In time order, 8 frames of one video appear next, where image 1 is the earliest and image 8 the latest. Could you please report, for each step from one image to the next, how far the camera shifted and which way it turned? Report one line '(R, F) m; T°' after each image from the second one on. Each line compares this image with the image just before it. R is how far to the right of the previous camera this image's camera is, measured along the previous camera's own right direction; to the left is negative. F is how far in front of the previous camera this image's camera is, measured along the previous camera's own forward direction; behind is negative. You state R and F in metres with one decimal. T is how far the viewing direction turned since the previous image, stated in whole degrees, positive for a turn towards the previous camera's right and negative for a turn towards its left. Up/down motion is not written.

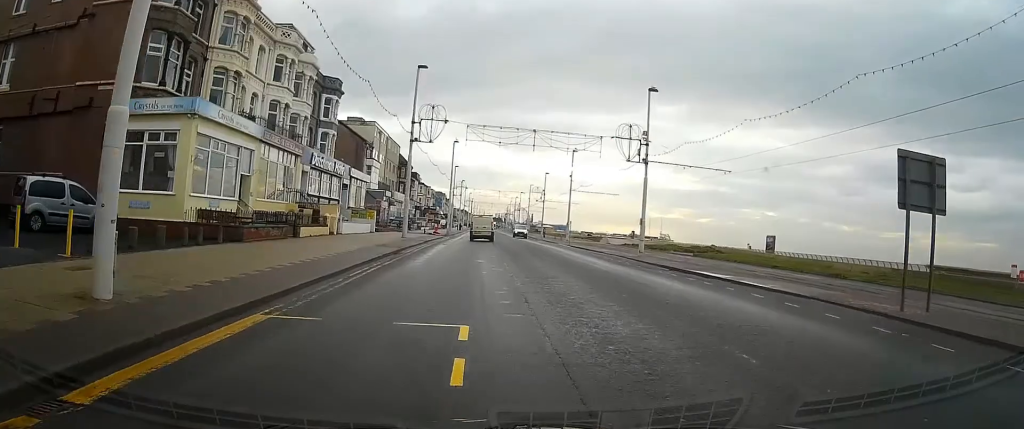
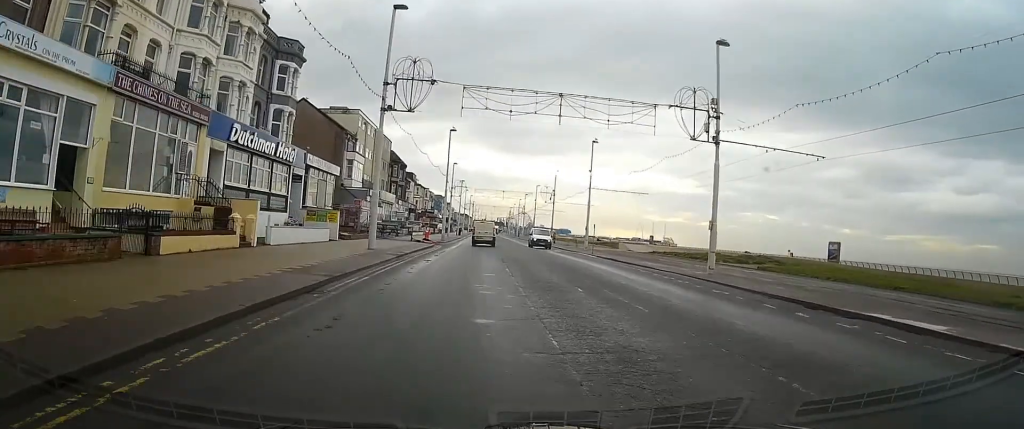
(0.0, +13.1) m; 0°
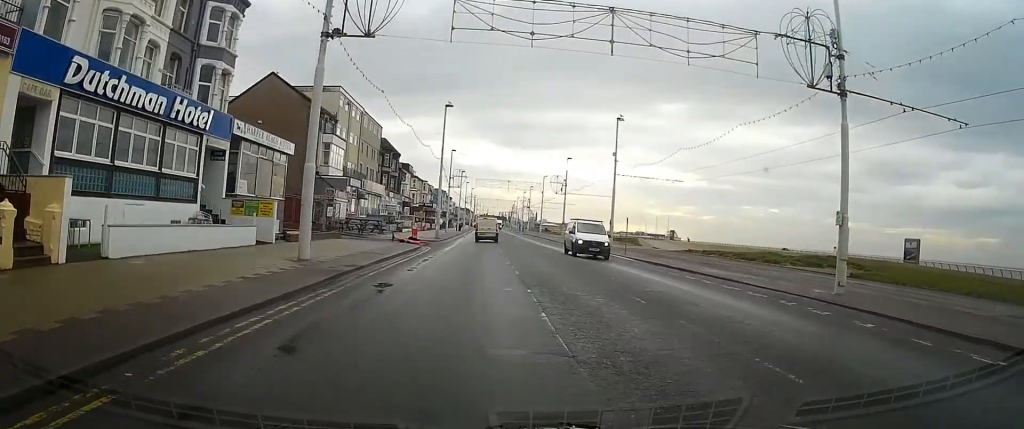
(0.0, +11.5) m; 0°
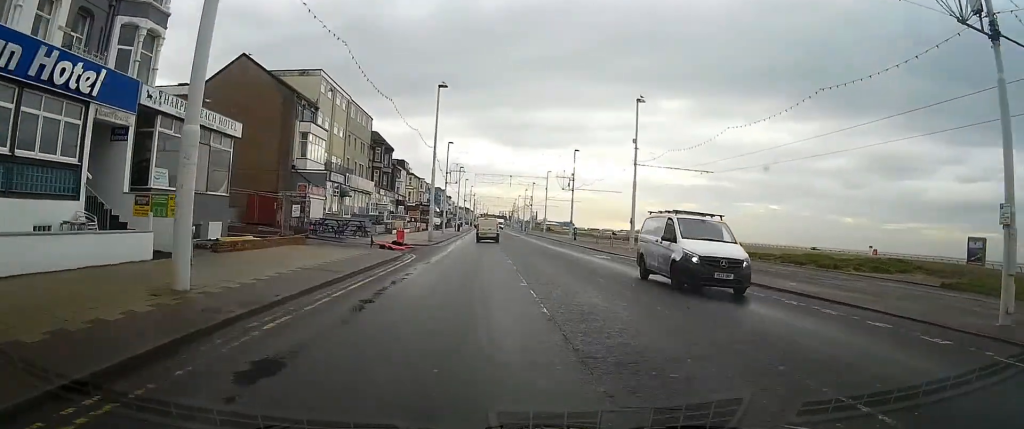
(0.0, +7.5) m; 0°
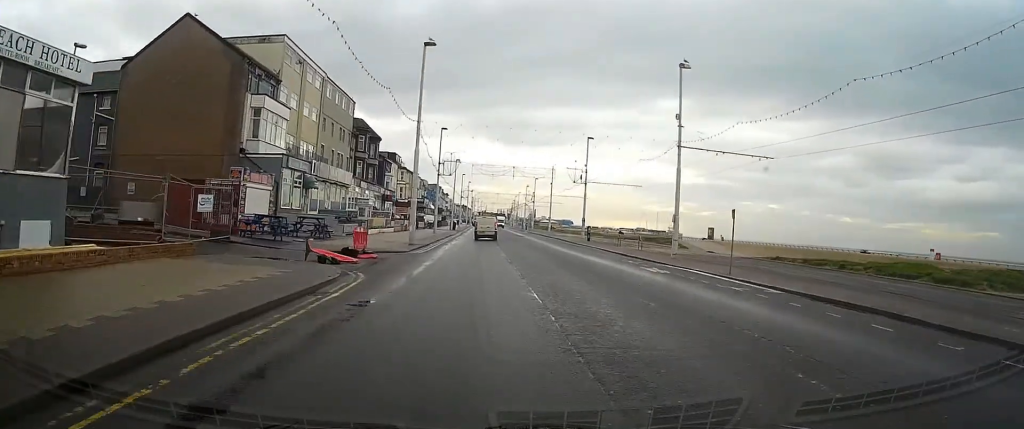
(0.0, +11.1) m; 0°
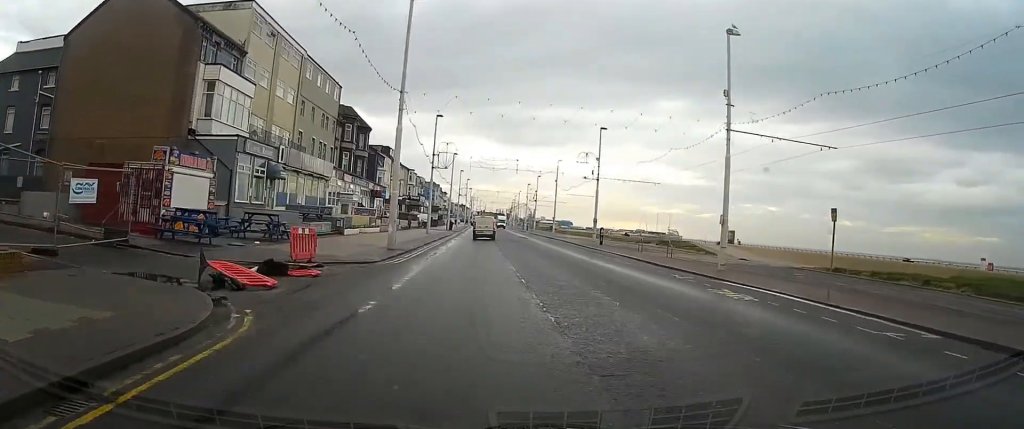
(0.0, +7.5) m; 0°
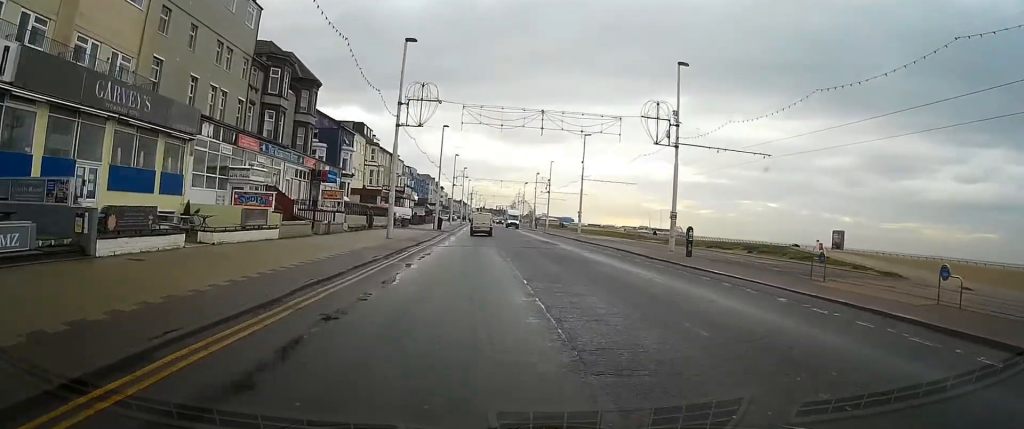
(0.0, +25.1) m; 0°
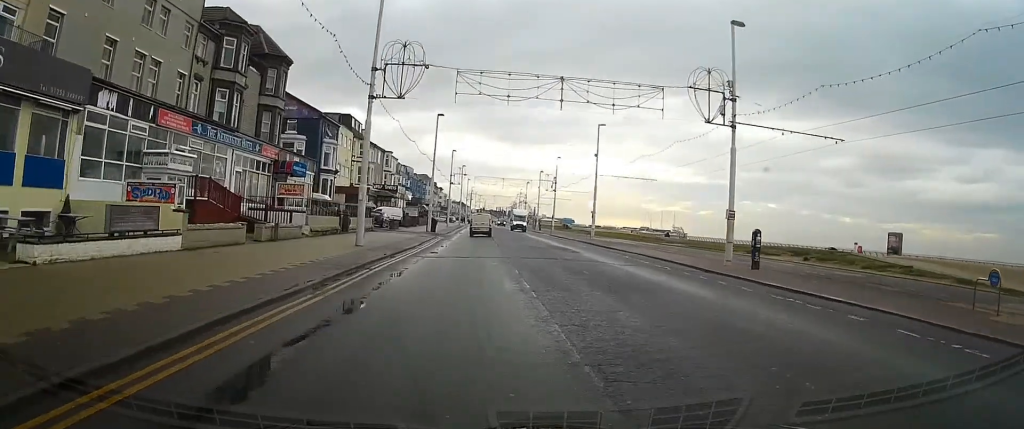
(0.0, +8.7) m; 0°
